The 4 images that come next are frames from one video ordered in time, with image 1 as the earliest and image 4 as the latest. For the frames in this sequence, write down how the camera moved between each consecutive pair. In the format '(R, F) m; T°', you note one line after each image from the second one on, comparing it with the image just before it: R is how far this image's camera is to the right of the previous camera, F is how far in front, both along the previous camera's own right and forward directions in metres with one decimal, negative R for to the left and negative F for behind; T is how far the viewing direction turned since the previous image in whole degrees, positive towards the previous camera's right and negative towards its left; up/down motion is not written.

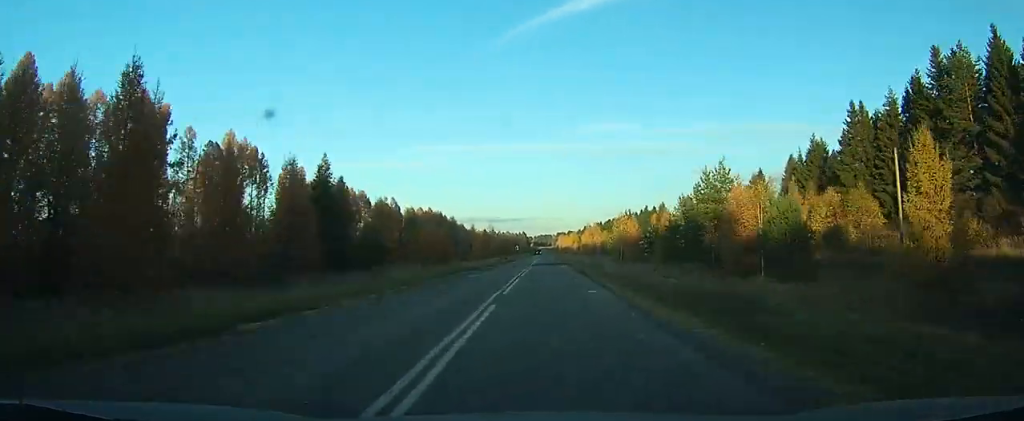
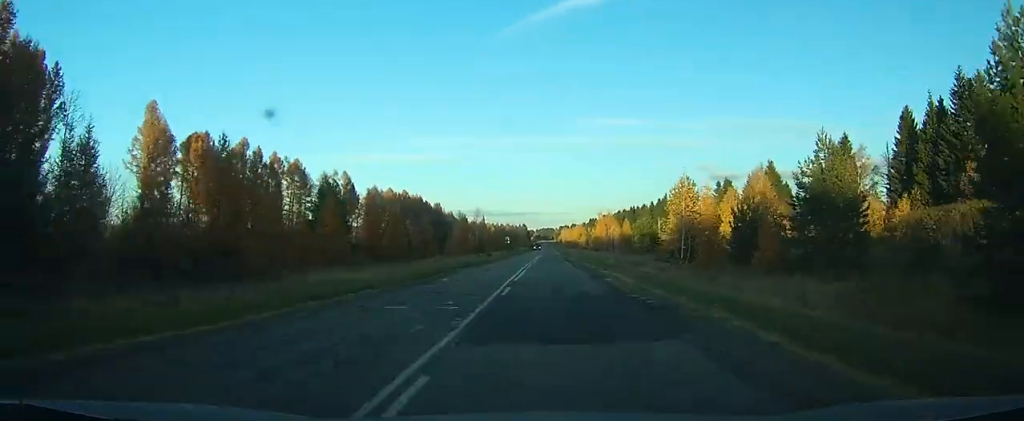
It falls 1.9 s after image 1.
(-0.2, +43.2) m; 0°
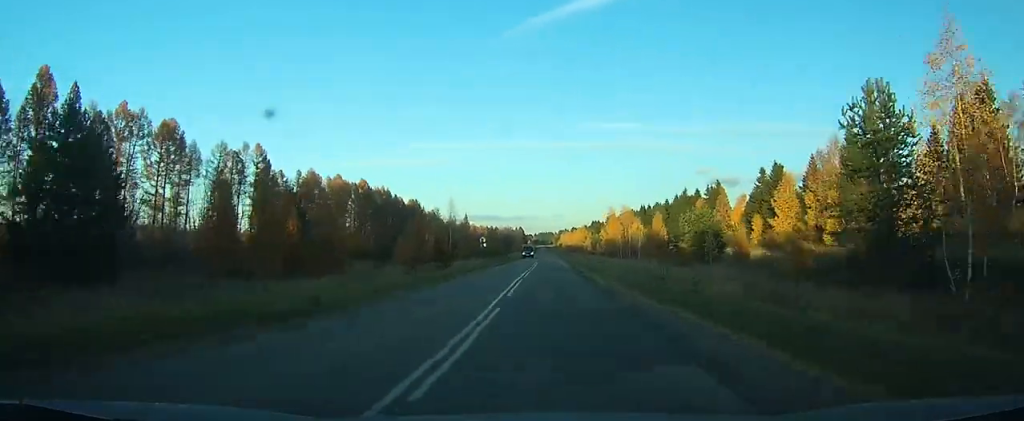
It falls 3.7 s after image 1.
(-0.1, +37.9) m; 0°
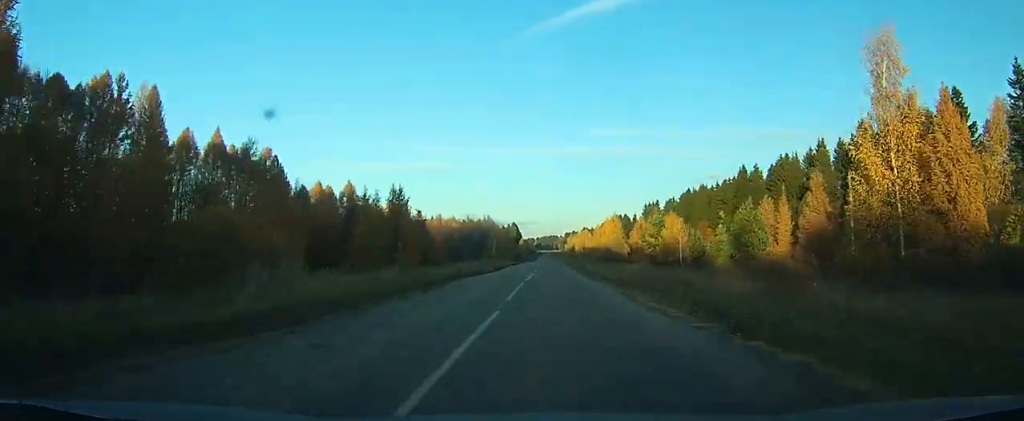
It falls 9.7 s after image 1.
(+0.5, +142.2) m; 0°
